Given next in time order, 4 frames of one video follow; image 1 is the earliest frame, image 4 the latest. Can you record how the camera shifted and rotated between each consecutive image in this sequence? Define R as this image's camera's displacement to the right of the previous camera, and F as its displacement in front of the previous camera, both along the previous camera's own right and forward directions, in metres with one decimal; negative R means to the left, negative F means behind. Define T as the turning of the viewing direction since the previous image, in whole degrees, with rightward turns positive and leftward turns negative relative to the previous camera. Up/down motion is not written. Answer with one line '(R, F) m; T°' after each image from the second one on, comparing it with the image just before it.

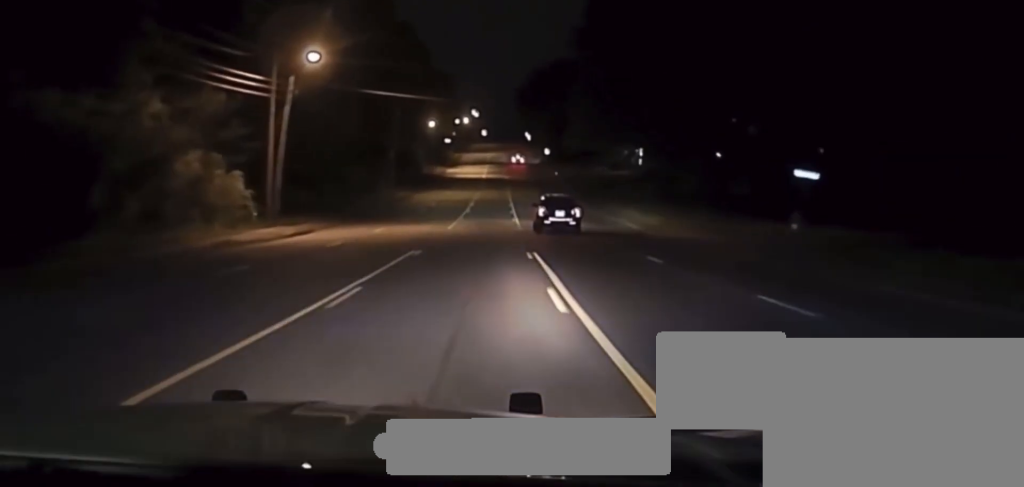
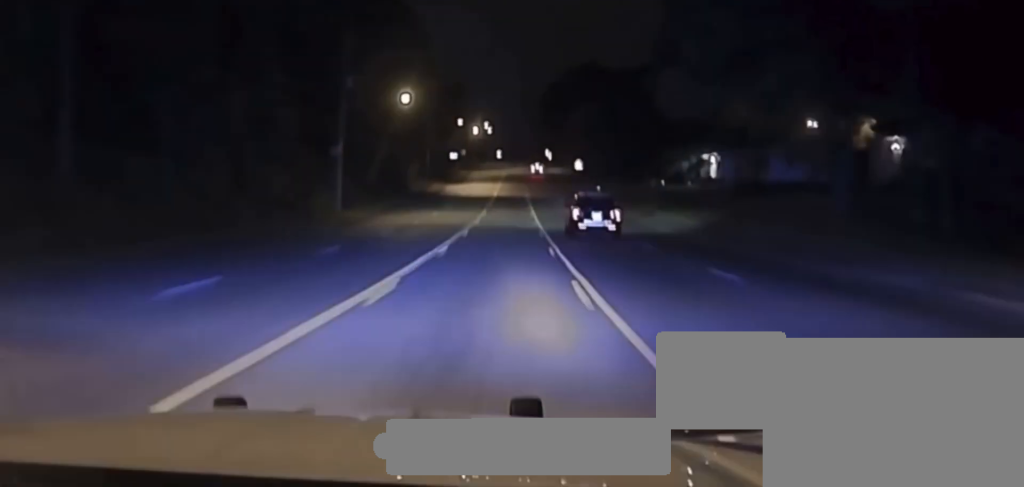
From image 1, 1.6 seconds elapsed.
(-0.7, +35.3) m; -1°
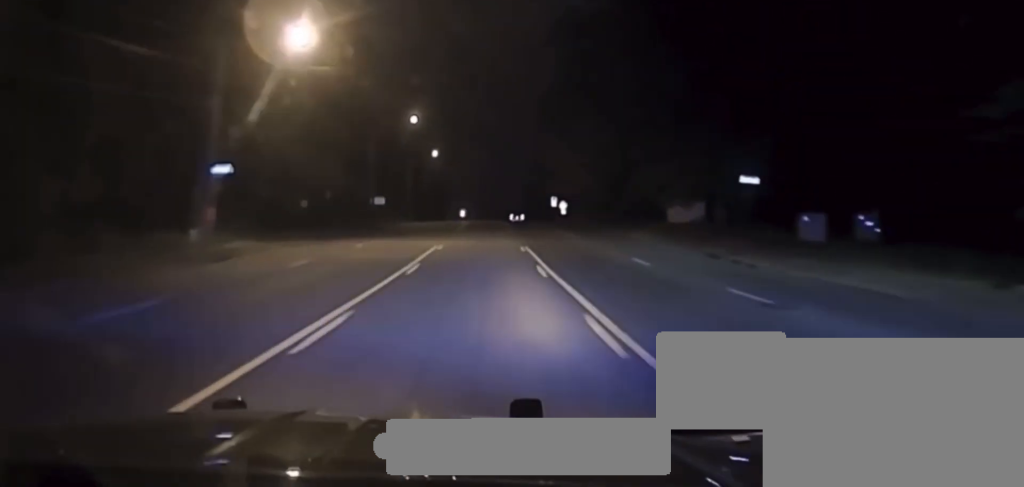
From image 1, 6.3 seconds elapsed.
(+2.0, +171.6) m; +2°
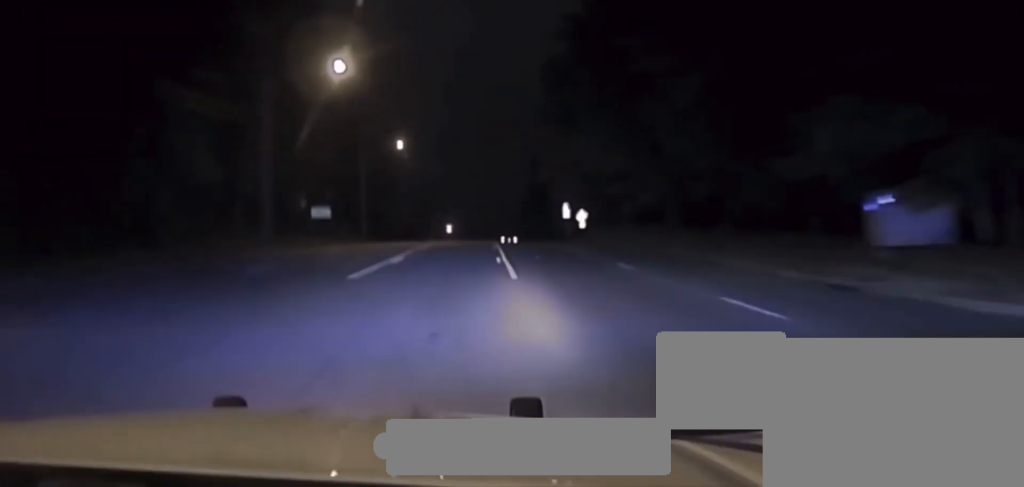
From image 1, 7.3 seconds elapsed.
(+0.3, +31.1) m; +1°
